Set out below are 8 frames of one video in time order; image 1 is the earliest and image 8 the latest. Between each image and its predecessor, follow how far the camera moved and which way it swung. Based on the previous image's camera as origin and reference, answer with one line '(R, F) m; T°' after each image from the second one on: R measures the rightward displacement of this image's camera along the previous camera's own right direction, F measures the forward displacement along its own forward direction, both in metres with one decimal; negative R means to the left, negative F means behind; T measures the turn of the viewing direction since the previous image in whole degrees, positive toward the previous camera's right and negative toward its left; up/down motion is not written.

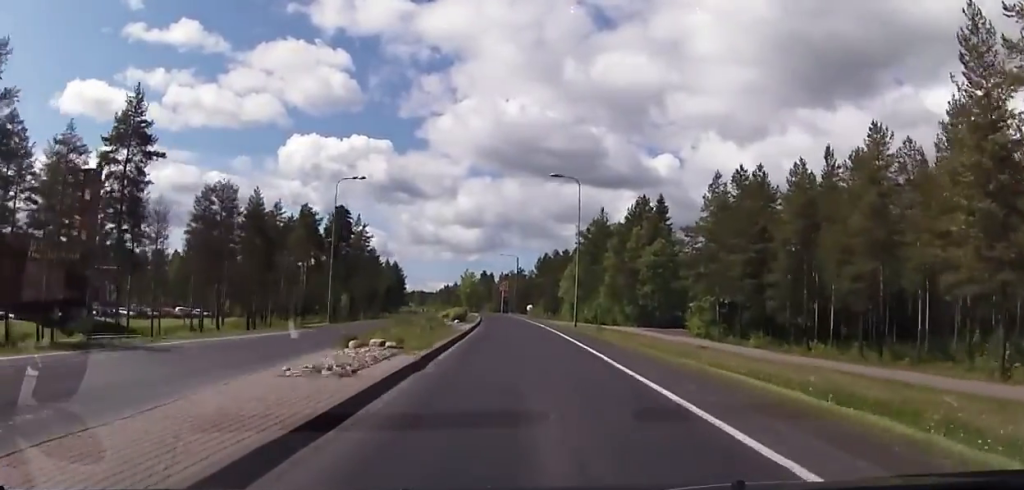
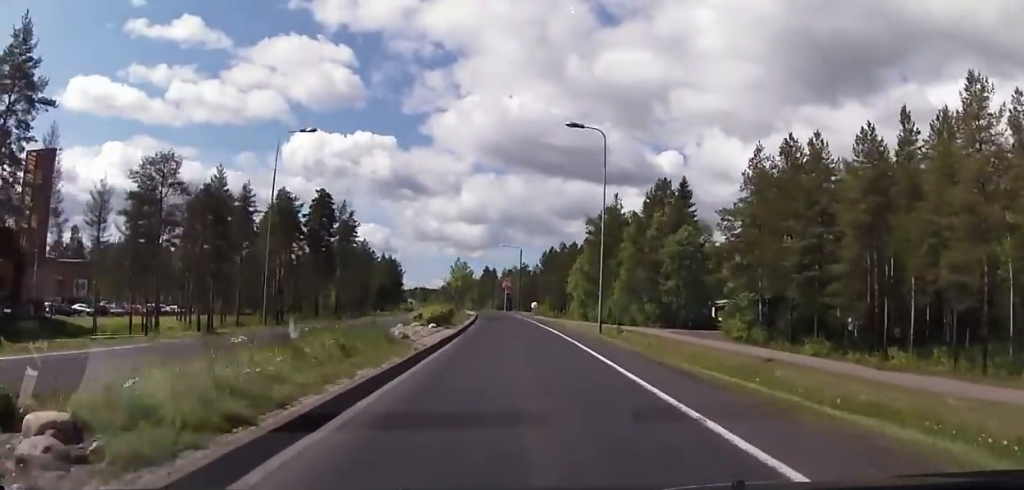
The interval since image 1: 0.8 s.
(0.0, +11.9) m; 0°
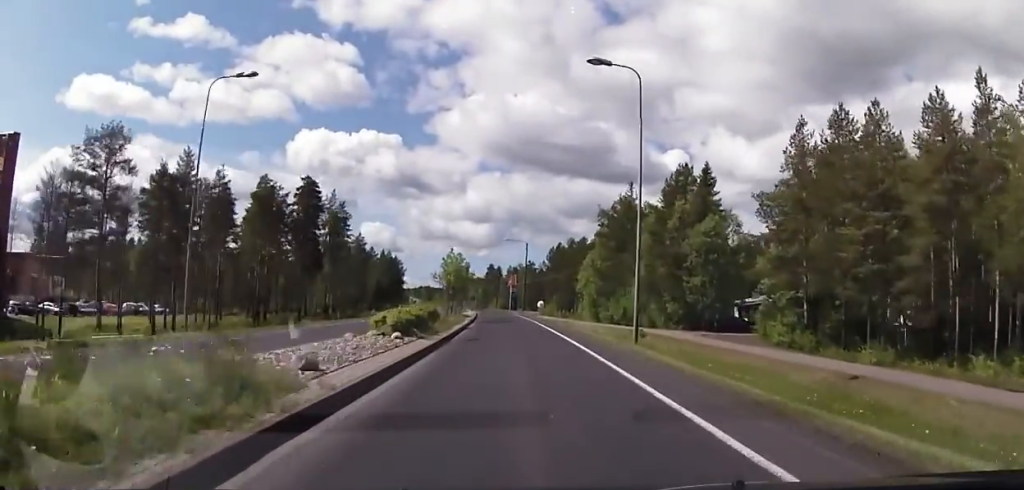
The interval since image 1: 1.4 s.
(0.0, +8.6) m; 0°
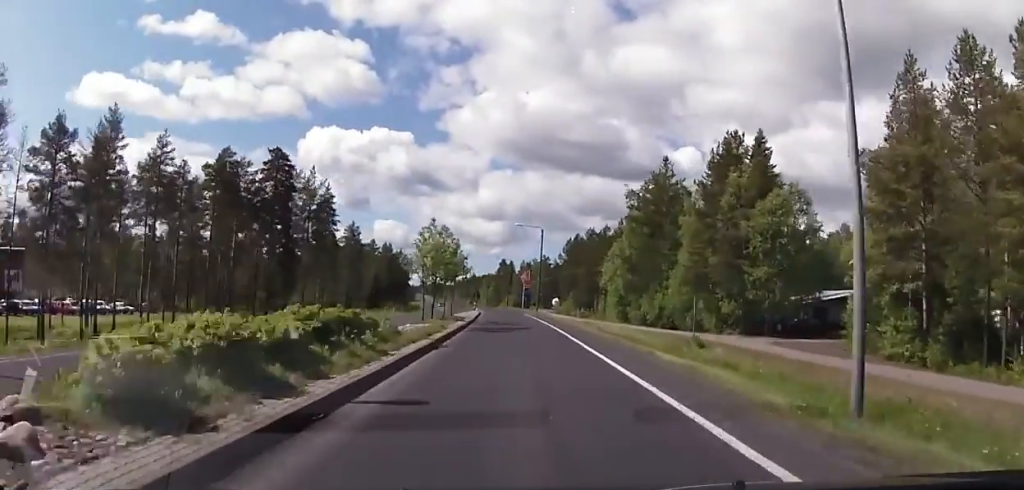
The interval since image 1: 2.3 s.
(-0.1, +14.9) m; -1°
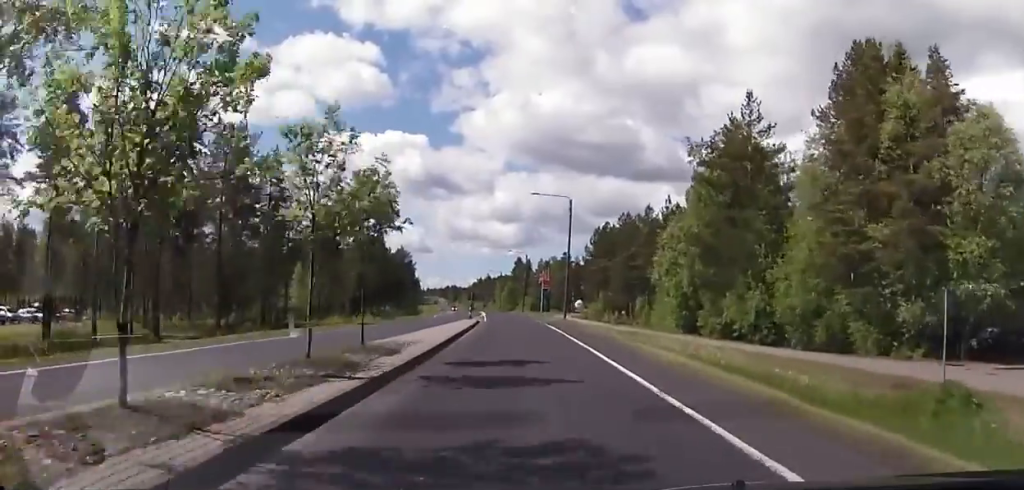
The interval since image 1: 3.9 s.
(-0.1, +25.2) m; -2°
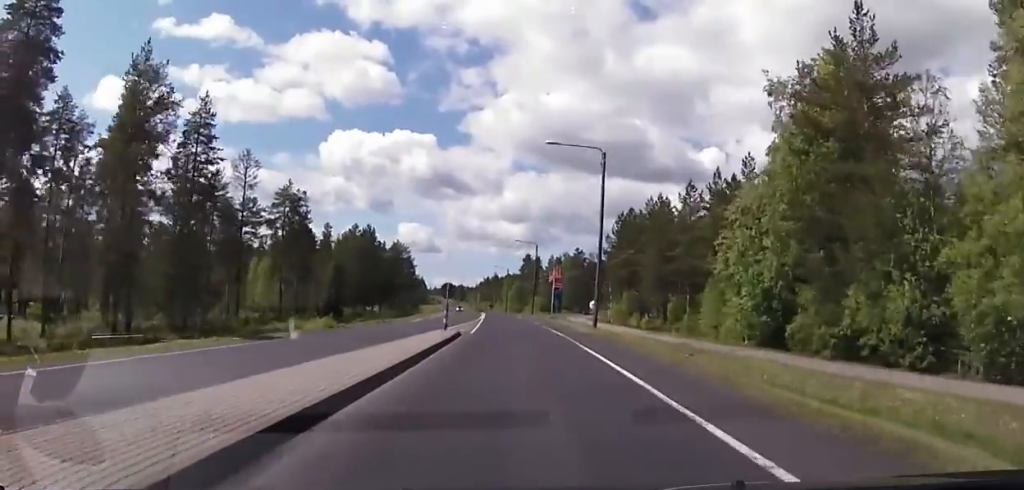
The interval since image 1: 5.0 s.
(-0.8, +17.8) m; -3°
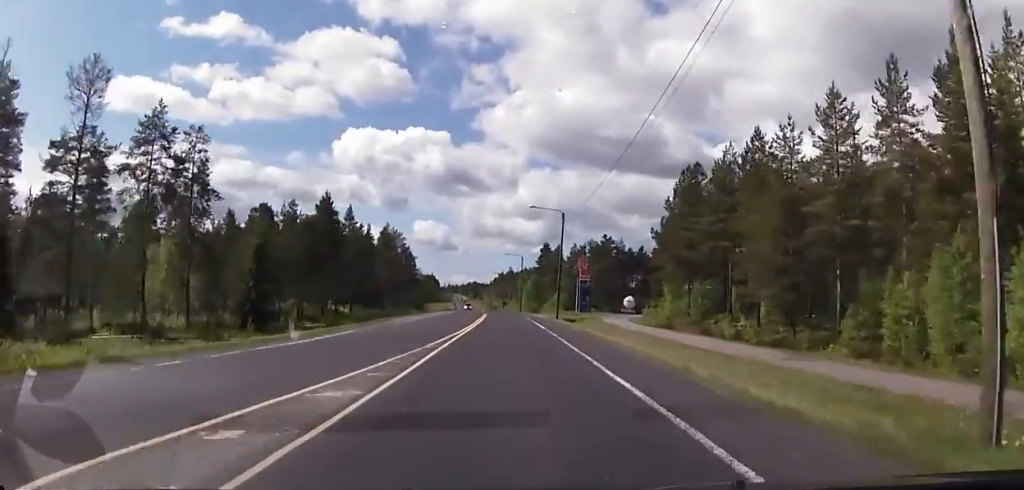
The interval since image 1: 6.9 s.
(+0.3, +31.1) m; 0°
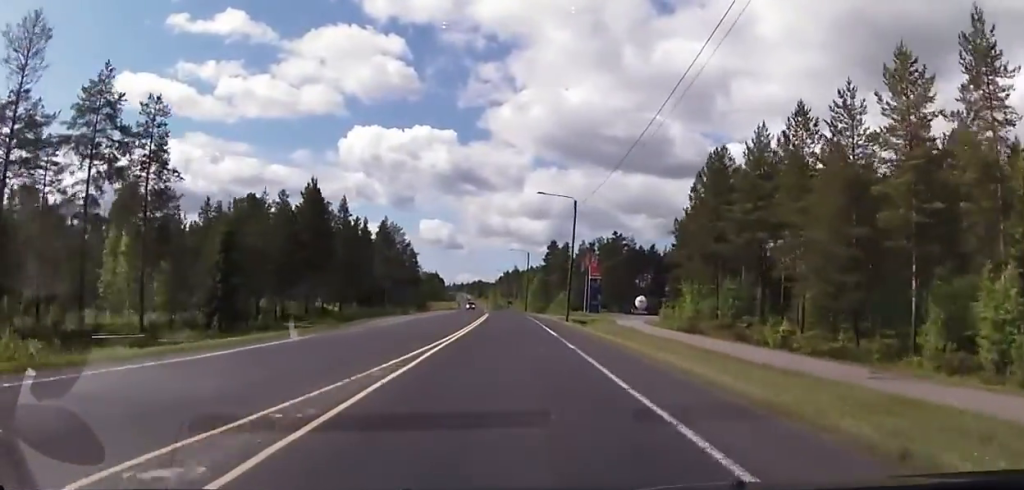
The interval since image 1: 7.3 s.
(0.0, +7.6) m; 0°
